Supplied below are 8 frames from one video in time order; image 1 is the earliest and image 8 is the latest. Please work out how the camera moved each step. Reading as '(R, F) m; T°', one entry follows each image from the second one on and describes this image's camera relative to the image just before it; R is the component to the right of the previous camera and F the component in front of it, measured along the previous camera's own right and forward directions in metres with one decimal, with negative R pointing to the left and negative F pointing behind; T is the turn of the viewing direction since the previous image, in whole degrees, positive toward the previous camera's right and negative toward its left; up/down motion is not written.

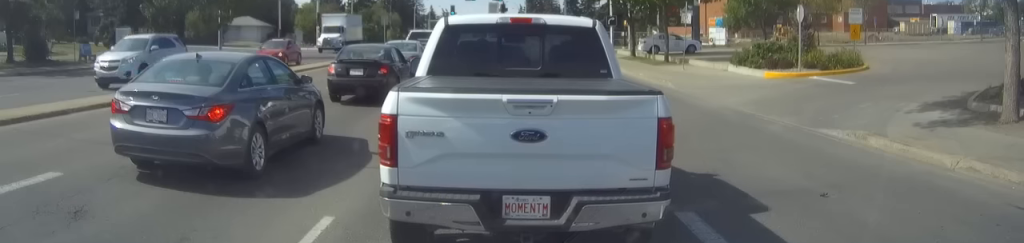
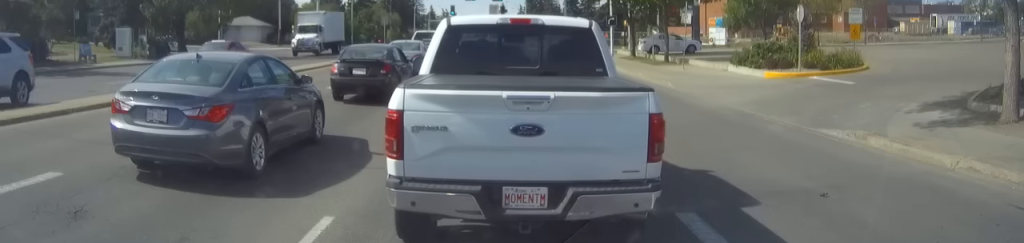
(0.0, 0.0) m; 0°
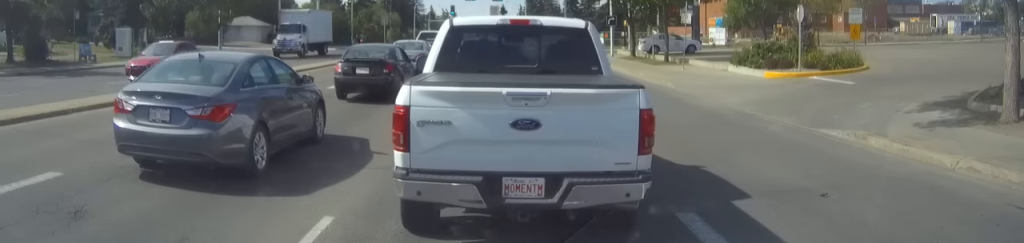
(0.0, 0.0) m; 0°
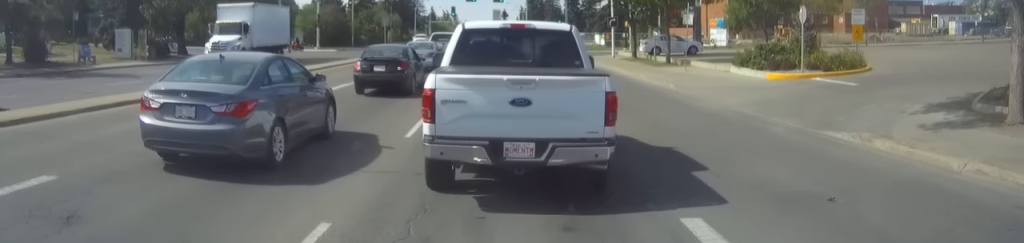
(0.0, +0.2) m; 0°
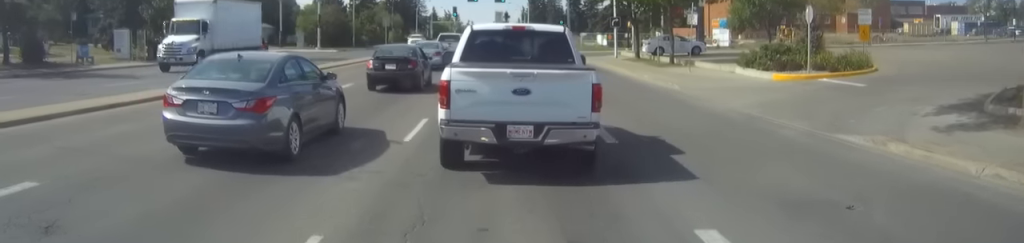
(0.0, +0.2) m; 0°
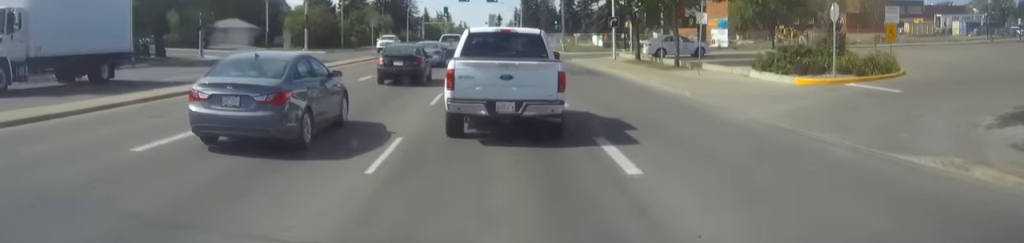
(-0.1, +2.6) m; 0°
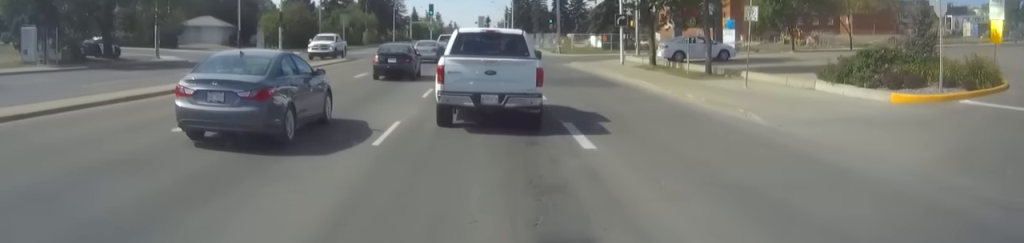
(-0.1, +6.6) m; -1°
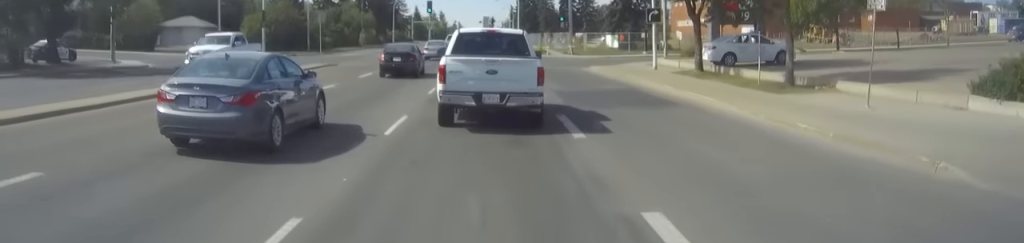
(+0.1, +7.7) m; -2°
